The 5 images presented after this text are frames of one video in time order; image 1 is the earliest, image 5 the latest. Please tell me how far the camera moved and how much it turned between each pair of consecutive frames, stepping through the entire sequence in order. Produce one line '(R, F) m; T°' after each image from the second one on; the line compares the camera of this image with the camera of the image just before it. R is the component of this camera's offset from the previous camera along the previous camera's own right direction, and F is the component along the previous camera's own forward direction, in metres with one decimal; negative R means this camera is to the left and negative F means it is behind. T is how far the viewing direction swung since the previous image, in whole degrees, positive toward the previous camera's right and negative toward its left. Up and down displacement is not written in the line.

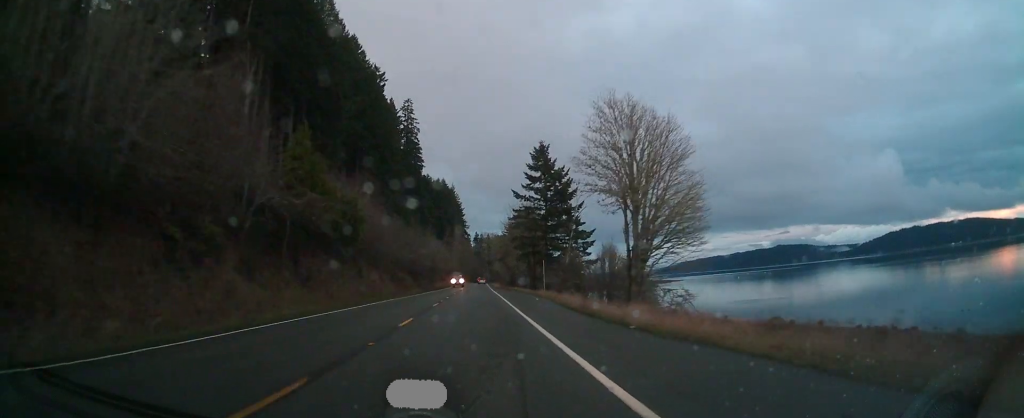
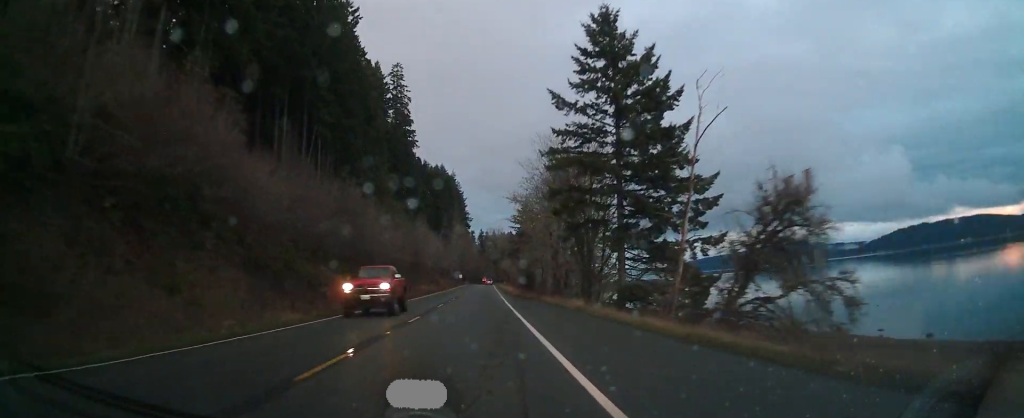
(+0.6, +46.2) m; +2°
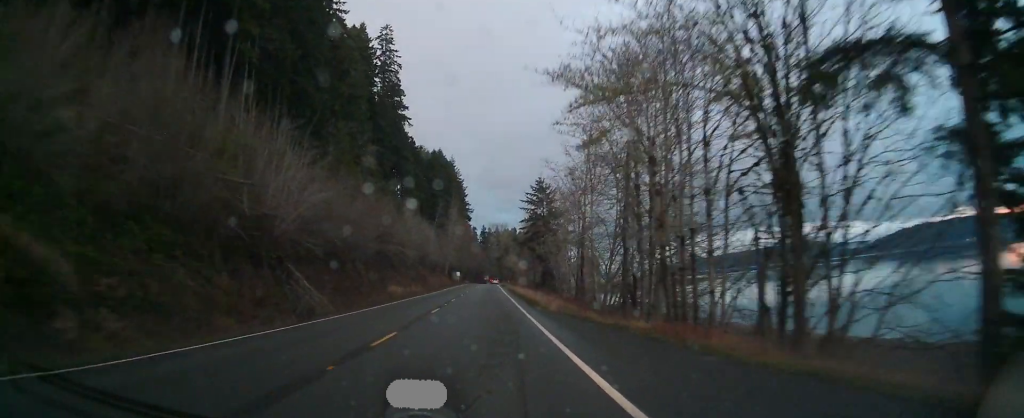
(-0.5, +32.0) m; -2°
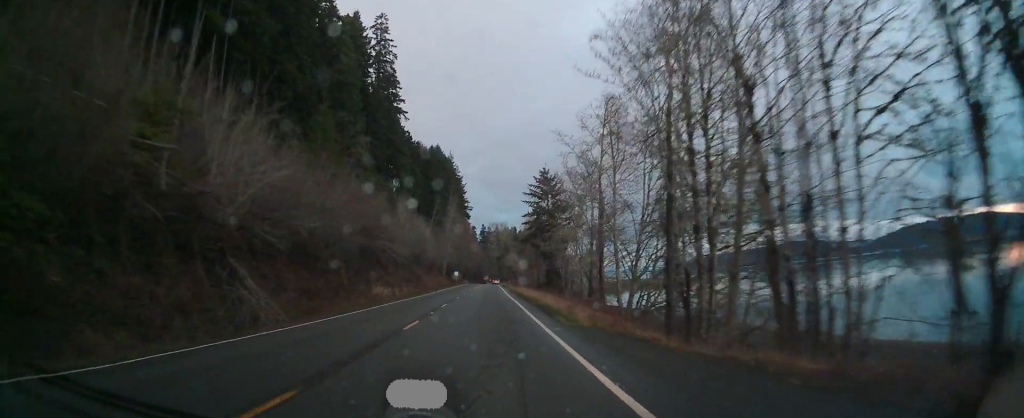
(0.0, +8.4) m; 0°
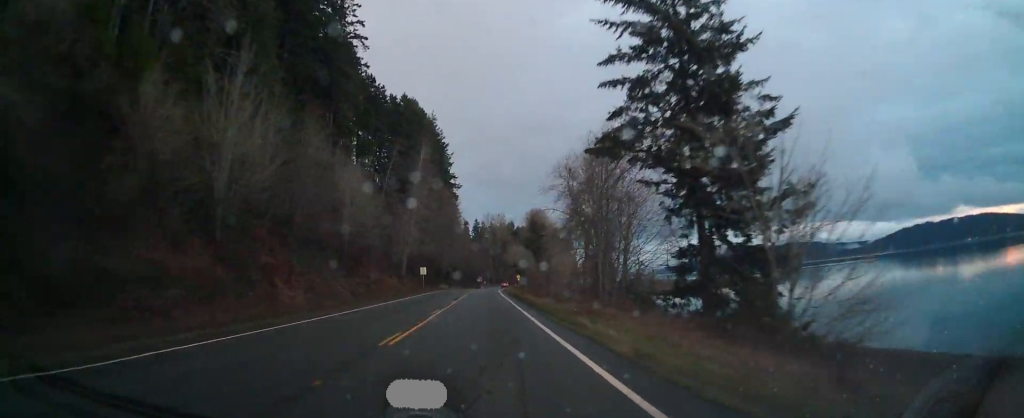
(-0.4, +66.0) m; 0°
